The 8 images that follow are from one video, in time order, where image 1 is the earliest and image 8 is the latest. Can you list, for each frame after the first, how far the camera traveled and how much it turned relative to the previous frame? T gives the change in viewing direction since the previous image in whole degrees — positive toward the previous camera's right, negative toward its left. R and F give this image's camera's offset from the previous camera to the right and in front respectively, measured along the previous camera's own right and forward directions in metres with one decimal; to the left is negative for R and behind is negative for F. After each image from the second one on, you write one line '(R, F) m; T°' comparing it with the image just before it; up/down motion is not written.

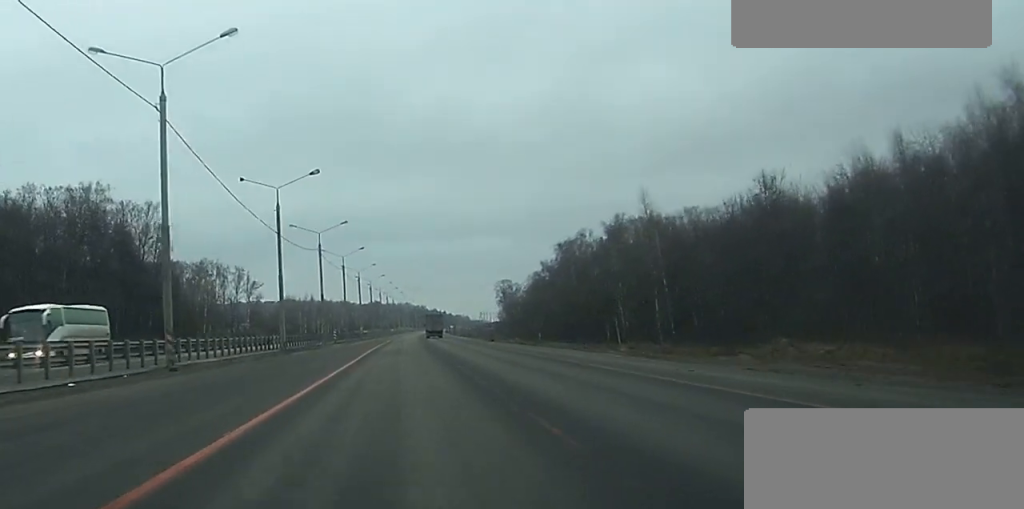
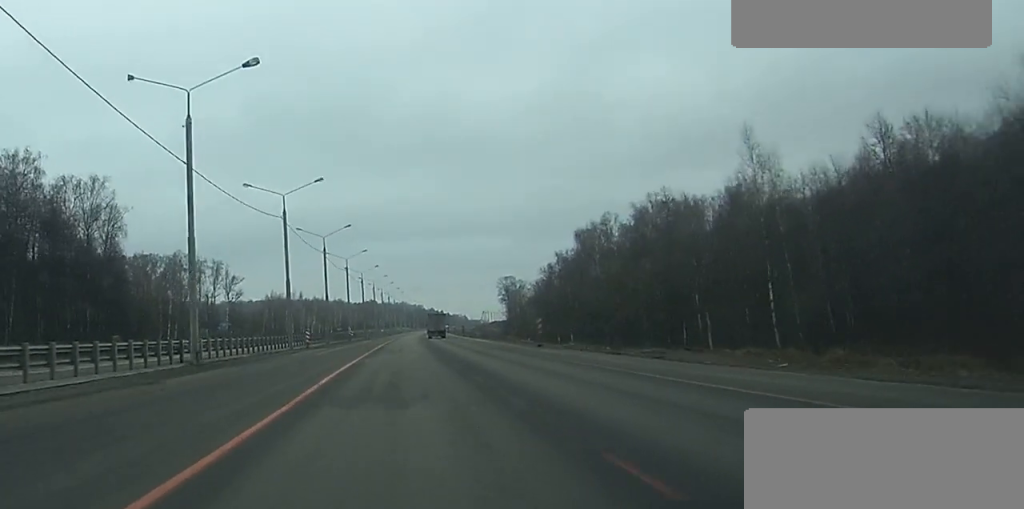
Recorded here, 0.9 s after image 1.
(+0.1, +27.6) m; +1°
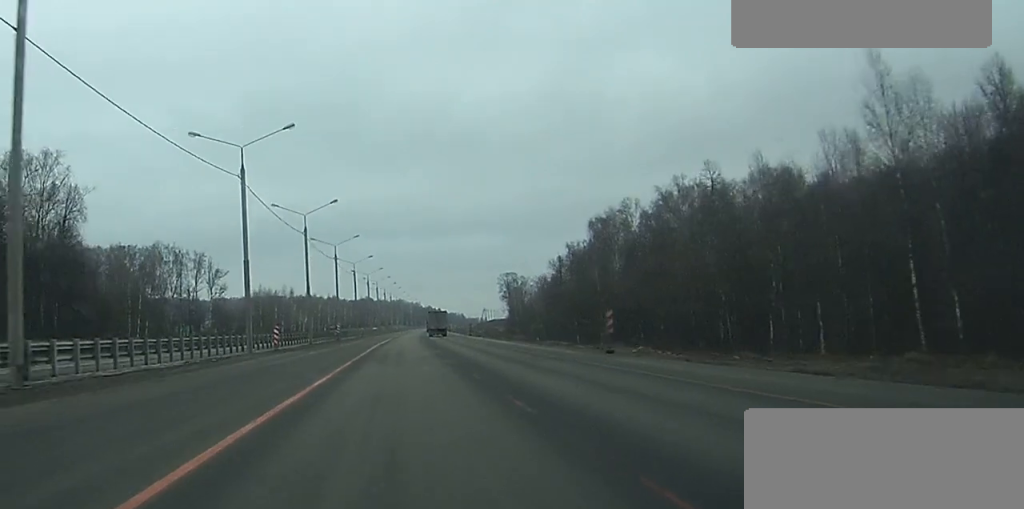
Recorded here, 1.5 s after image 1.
(+0.1, +17.8) m; 0°
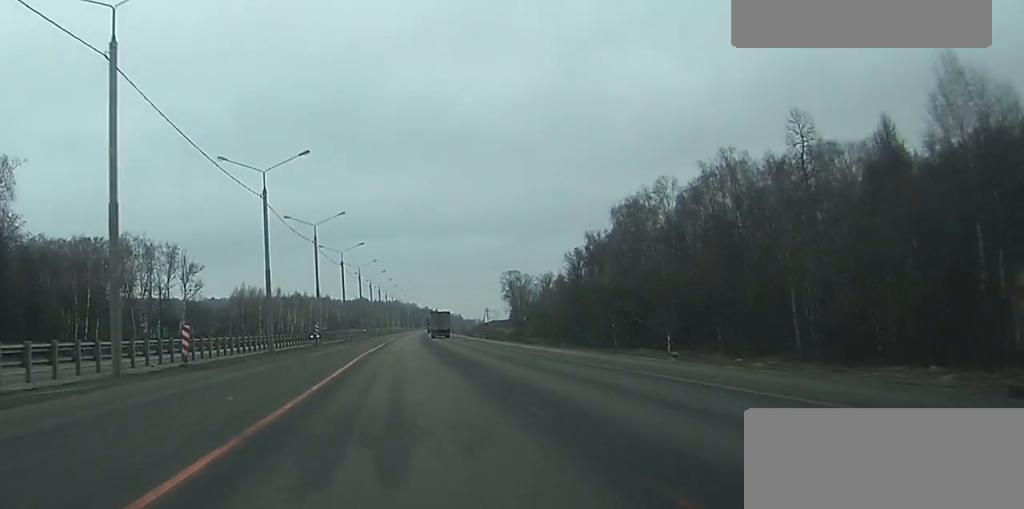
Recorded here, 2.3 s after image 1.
(+0.1, +24.0) m; 0°
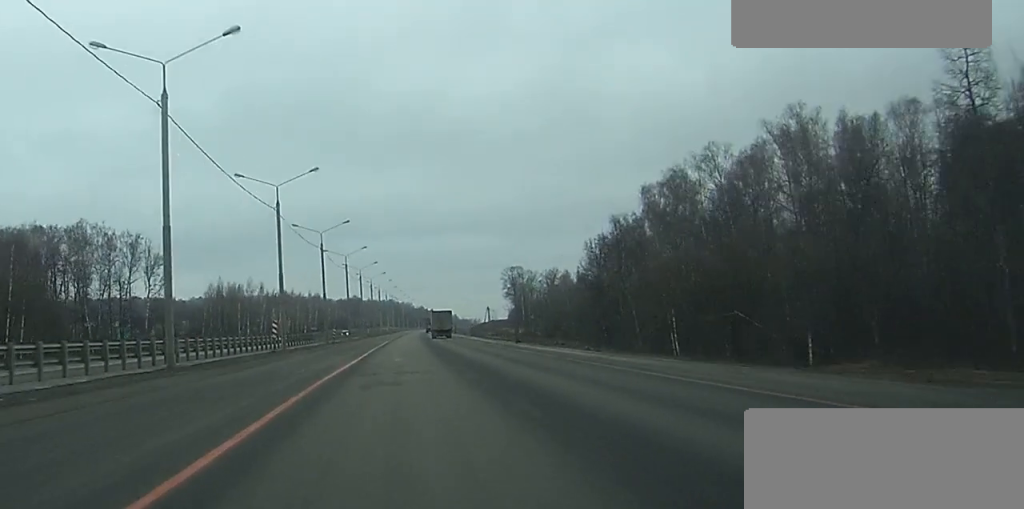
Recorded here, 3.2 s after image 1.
(0.0, +25.1) m; 0°
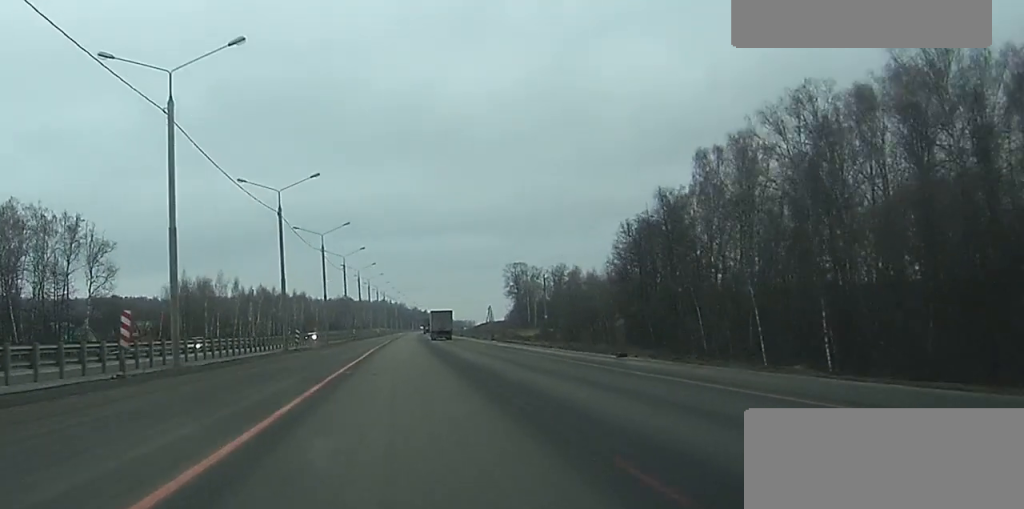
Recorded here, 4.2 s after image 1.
(+0.1, +30.2) m; 0°
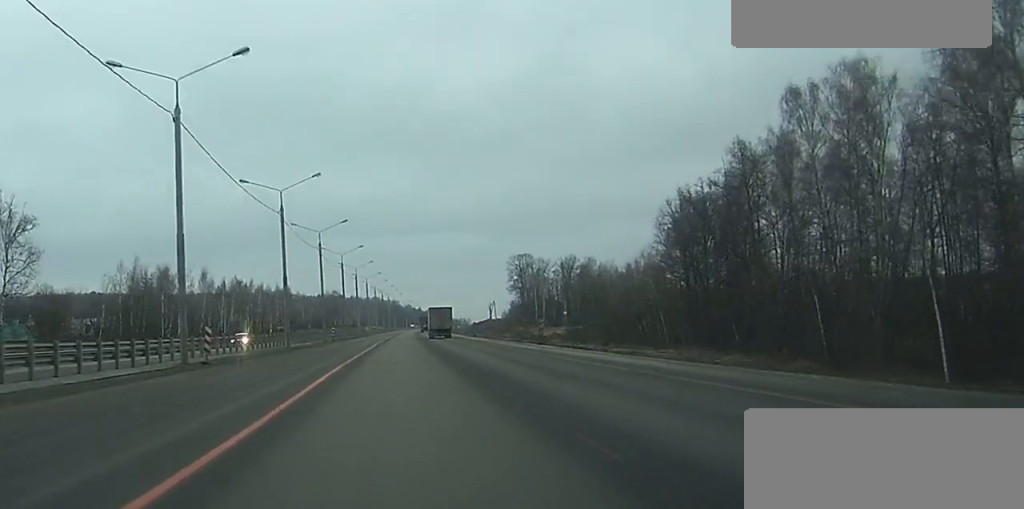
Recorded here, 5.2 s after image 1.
(0.0, +30.2) m; 0°
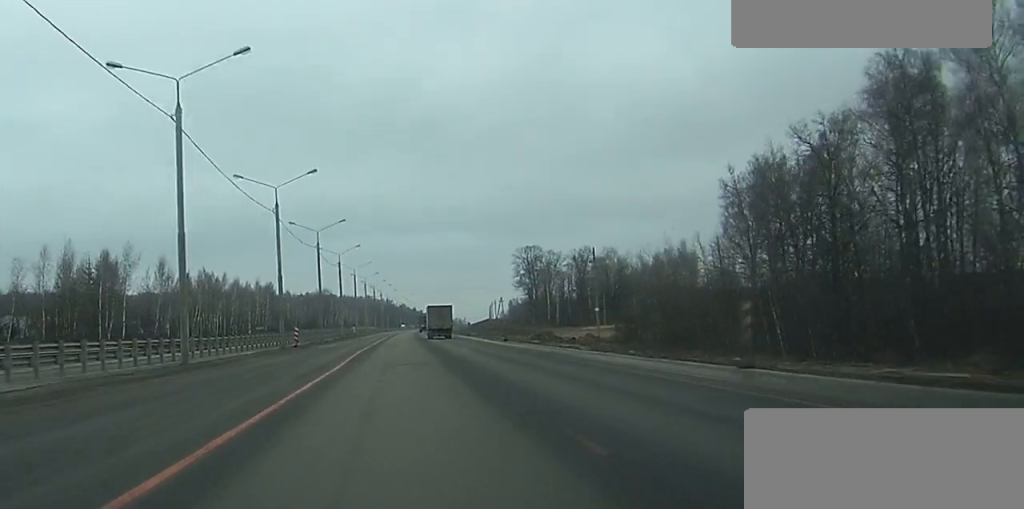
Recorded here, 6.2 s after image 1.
(+0.1, +31.2) m; 0°
